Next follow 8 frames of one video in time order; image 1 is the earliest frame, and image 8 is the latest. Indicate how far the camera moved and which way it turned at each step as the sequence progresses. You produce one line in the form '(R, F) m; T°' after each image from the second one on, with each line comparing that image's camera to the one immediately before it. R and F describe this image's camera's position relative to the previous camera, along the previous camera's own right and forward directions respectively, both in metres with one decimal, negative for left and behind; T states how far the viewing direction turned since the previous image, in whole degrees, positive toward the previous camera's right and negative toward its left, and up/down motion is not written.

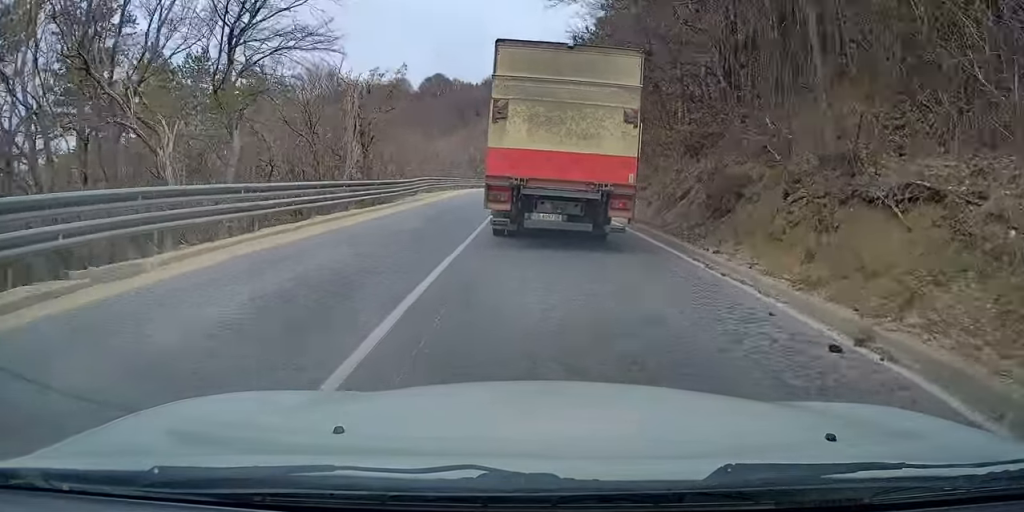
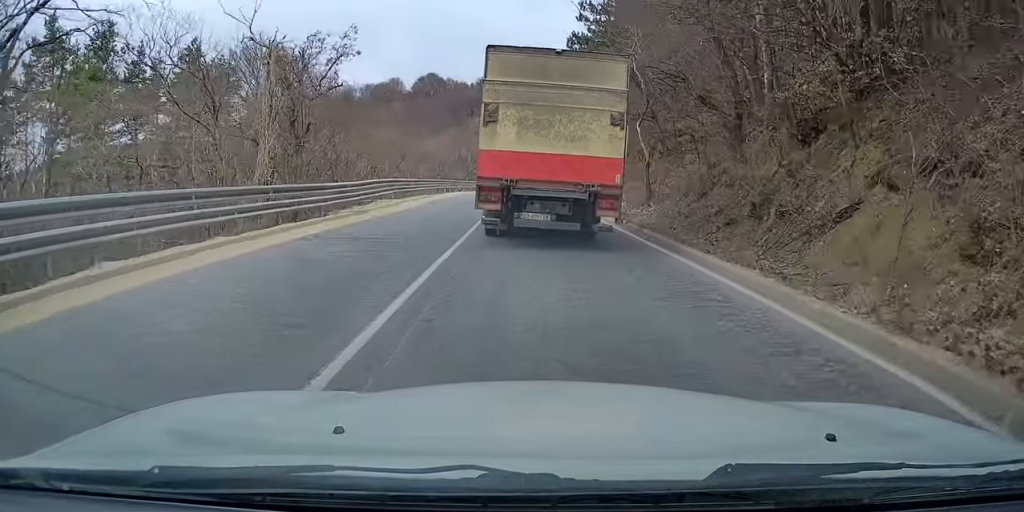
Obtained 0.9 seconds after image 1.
(0.0, +10.0) m; +1°
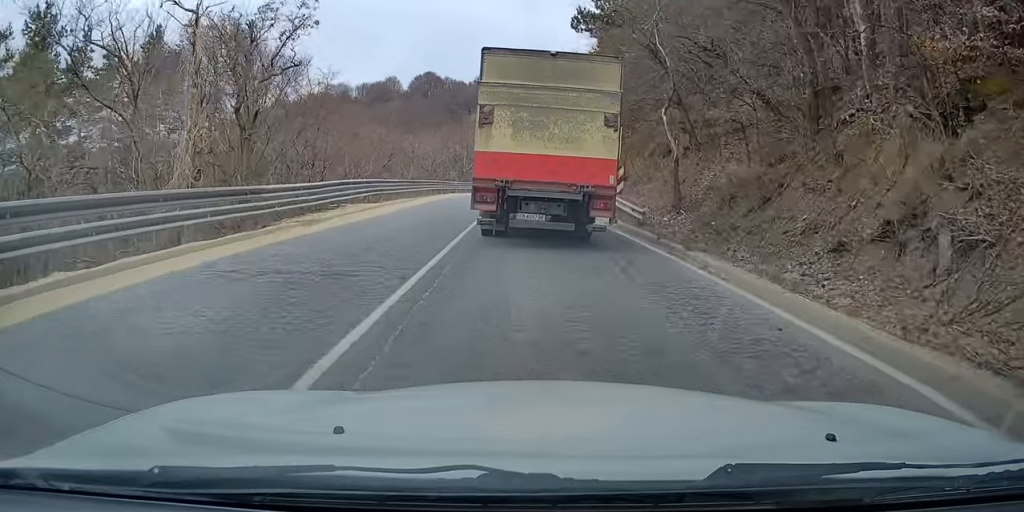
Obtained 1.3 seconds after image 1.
(0.0, +5.0) m; +1°
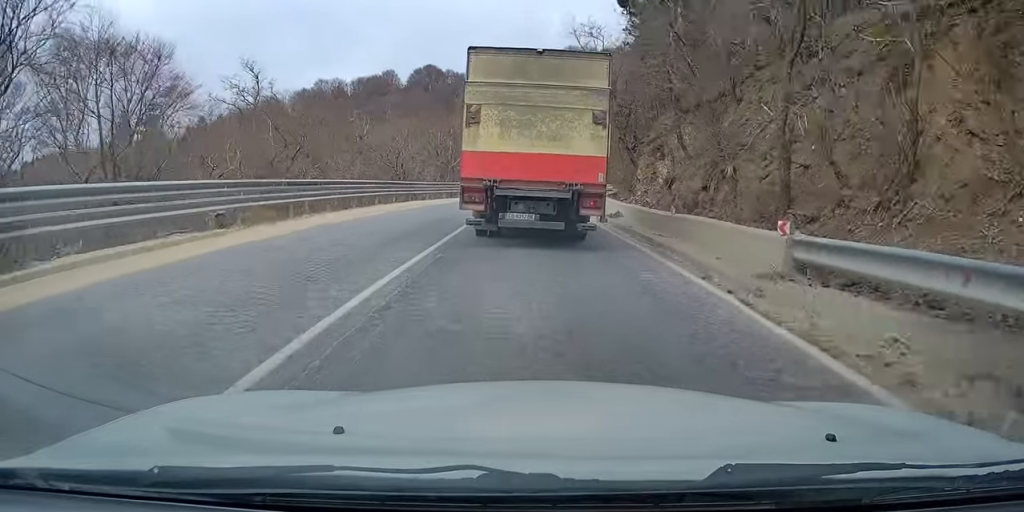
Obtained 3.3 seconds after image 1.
(+0.8, +23.9) m; +1°
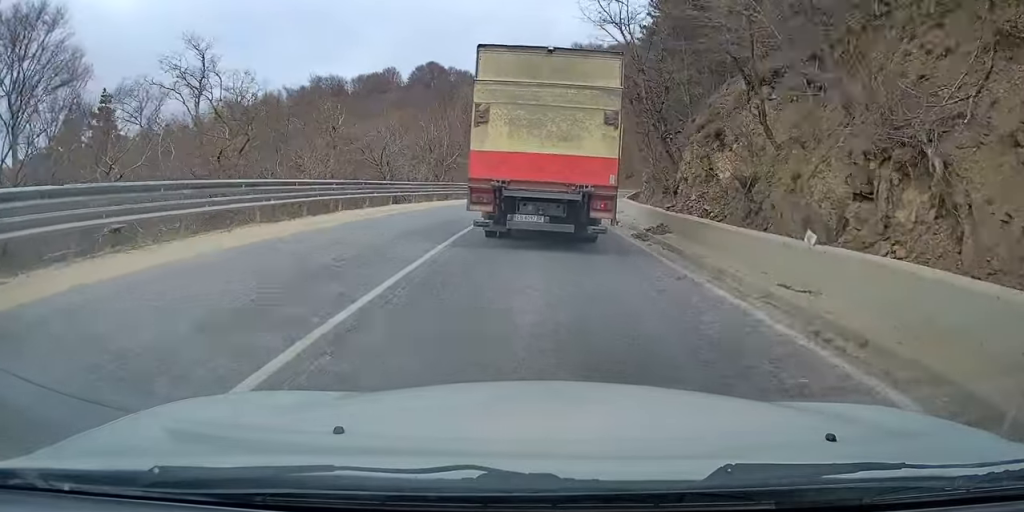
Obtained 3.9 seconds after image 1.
(-0.2, +6.9) m; -1°
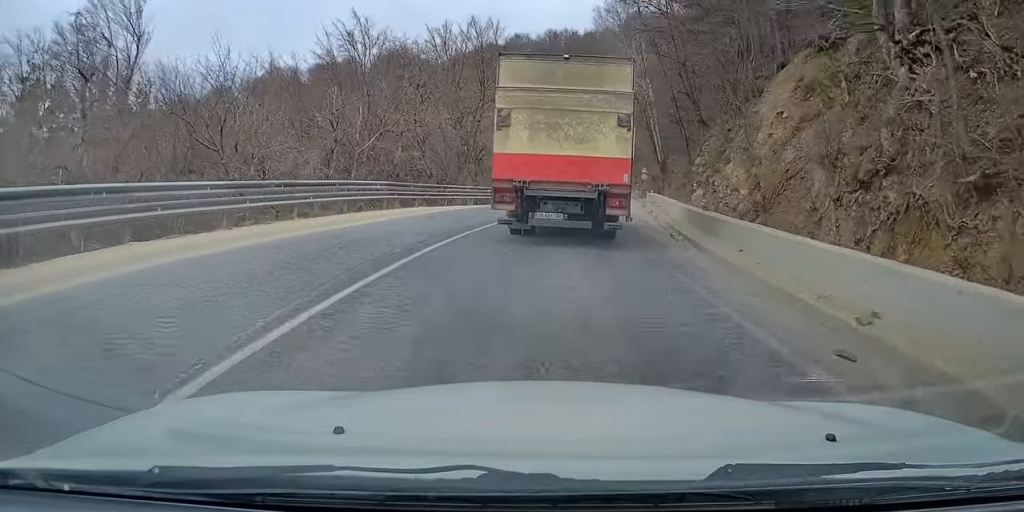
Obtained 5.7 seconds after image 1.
(+0.2, +21.0) m; +4°
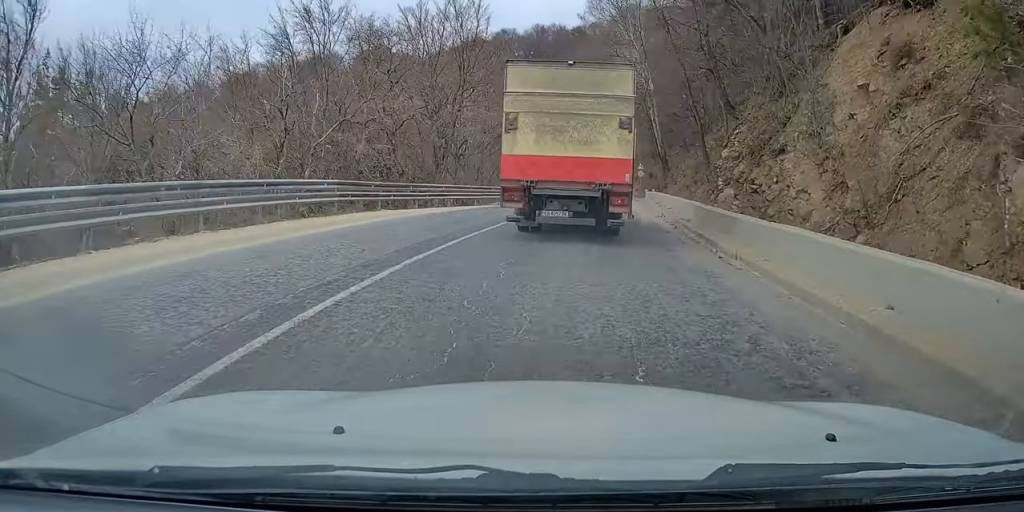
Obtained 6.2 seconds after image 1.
(+0.2, +5.6) m; +2°
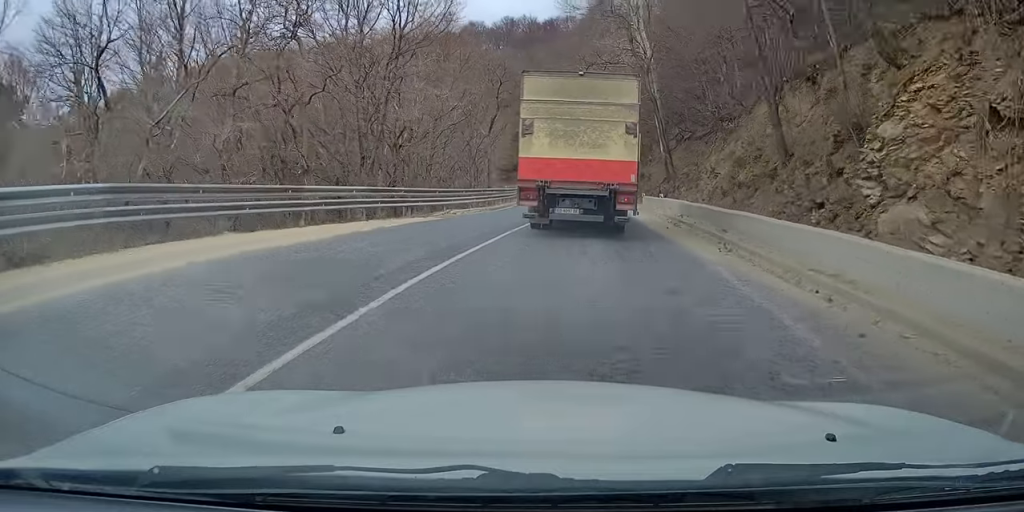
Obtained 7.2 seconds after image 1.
(+0.3, +11.9) m; +2°
